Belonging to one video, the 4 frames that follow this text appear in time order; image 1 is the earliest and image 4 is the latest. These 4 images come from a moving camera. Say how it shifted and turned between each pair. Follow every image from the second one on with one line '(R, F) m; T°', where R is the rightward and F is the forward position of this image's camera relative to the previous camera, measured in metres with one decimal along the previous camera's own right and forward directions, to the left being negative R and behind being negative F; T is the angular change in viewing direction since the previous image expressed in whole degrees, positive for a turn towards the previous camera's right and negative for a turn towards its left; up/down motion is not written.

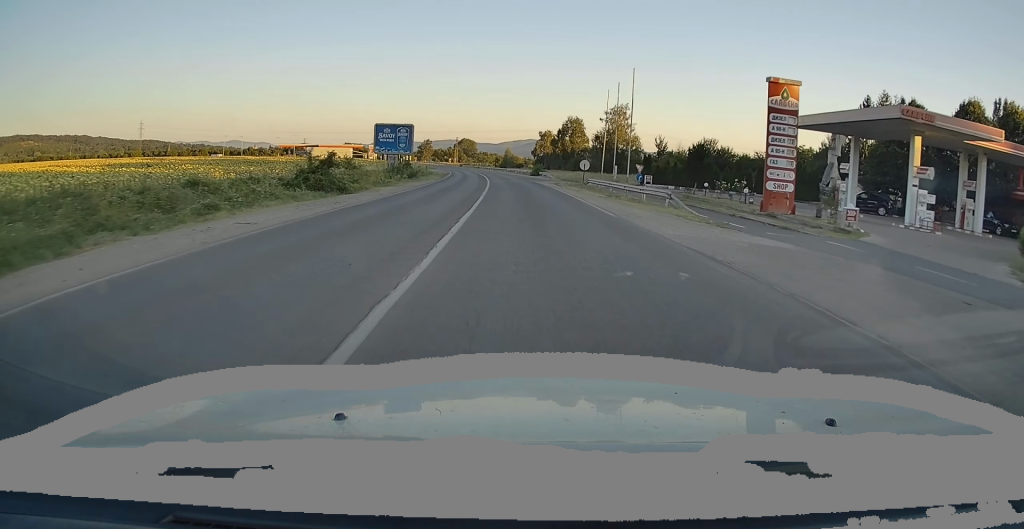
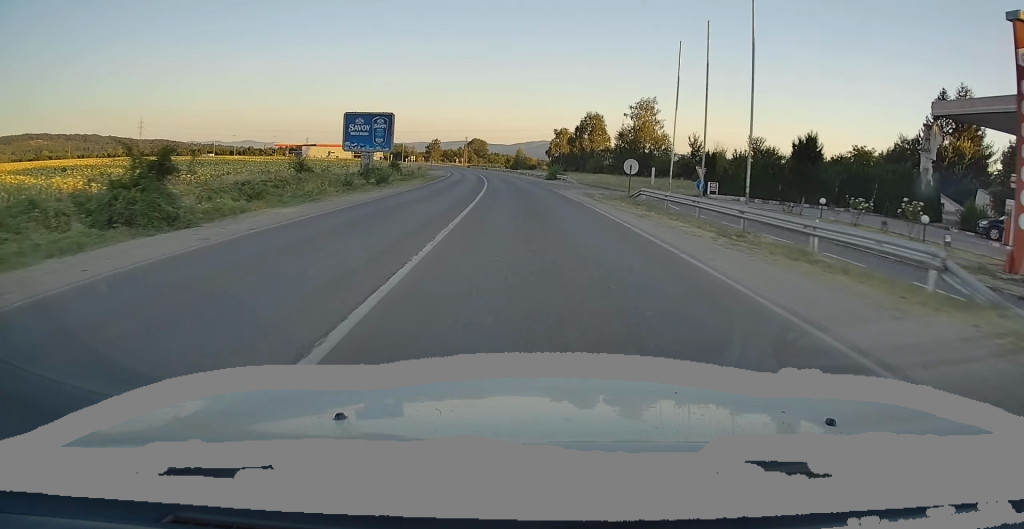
(-0.1, +15.5) m; -1°
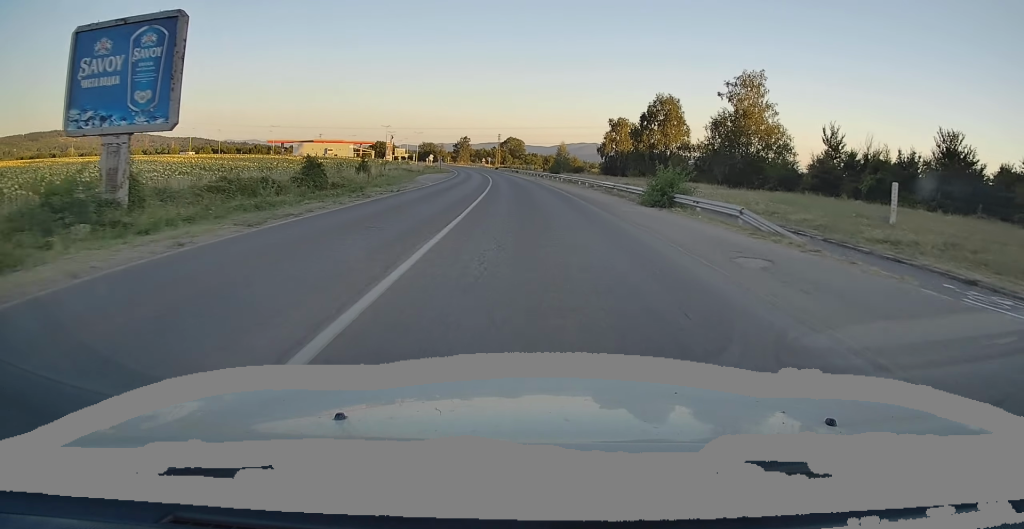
(-0.9, +37.3) m; -3°
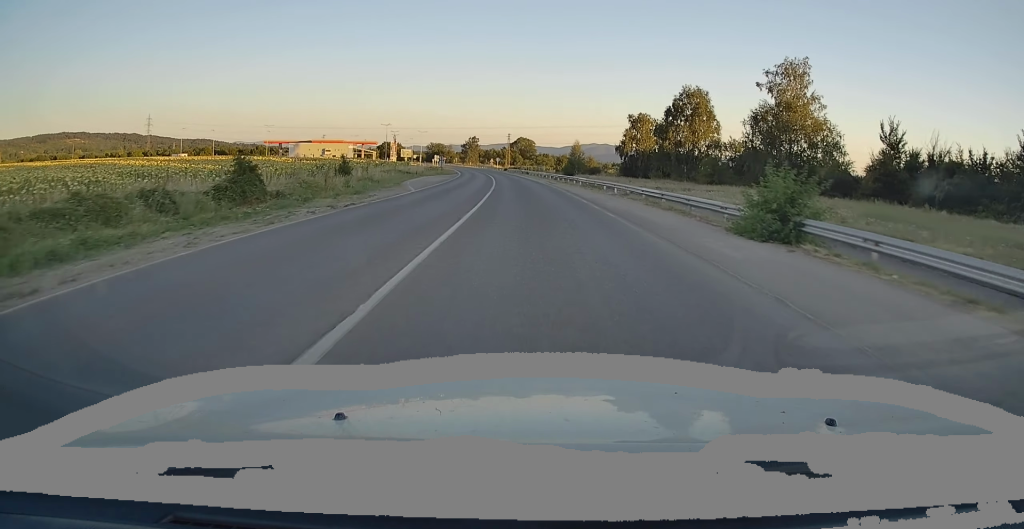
(-0.1, +9.9) m; -1°
